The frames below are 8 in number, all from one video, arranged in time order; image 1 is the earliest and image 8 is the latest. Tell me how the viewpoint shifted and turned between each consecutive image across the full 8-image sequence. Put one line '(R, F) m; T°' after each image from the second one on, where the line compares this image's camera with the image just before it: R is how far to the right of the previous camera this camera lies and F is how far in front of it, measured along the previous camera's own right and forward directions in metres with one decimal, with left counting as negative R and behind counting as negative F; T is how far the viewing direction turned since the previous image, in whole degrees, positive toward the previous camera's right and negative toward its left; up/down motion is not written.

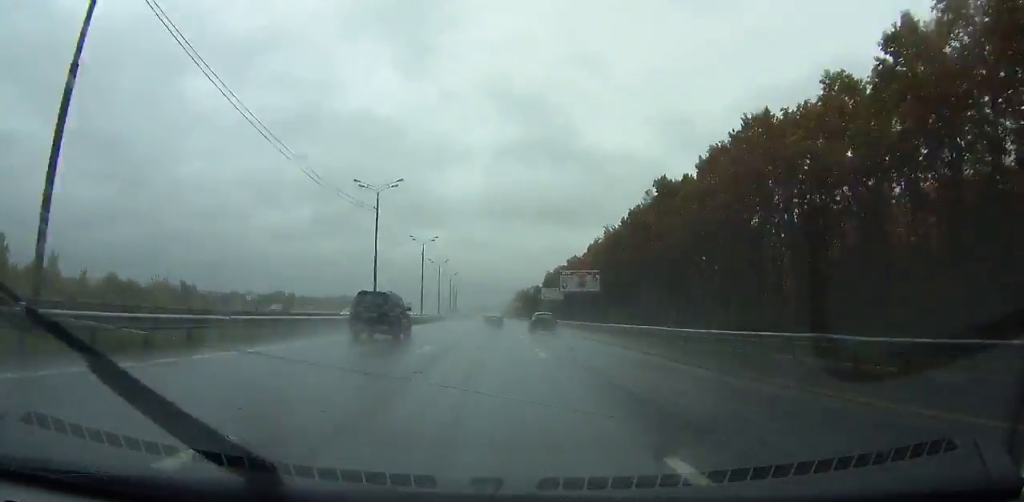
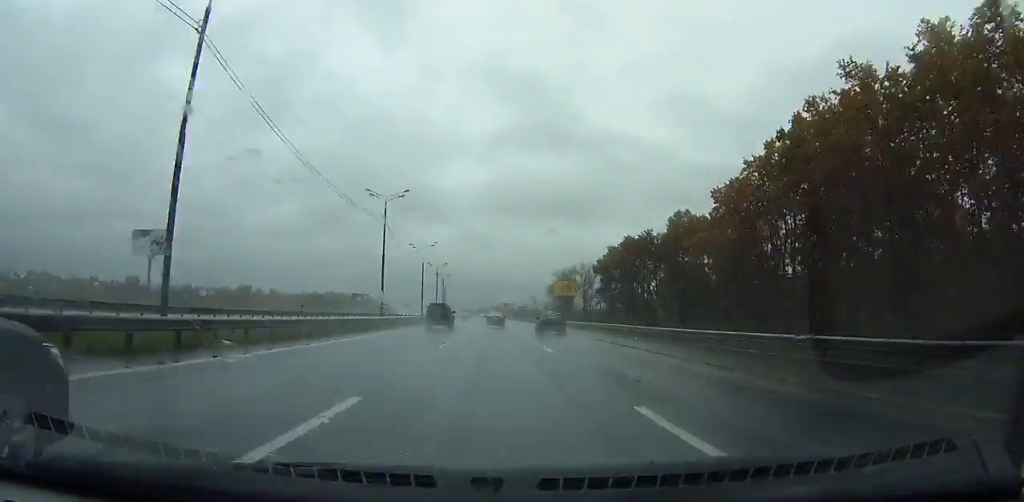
(-2.3, +175.3) m; -1°
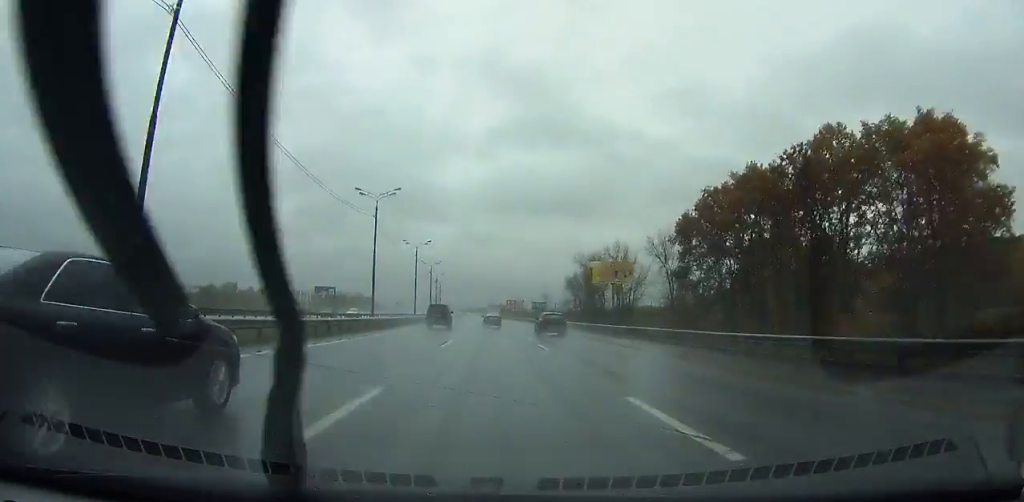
(-0.1, +44.3) m; -1°
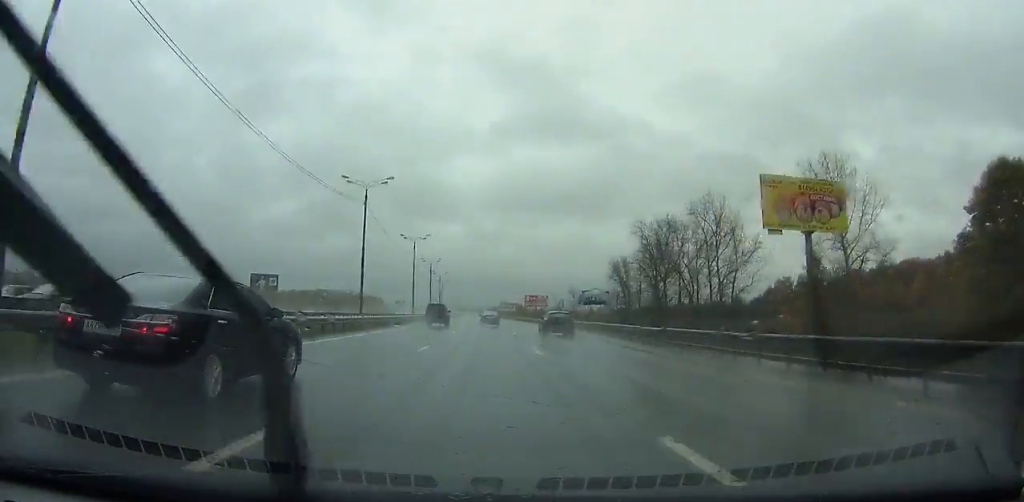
(-0.4, +50.8) m; -1°
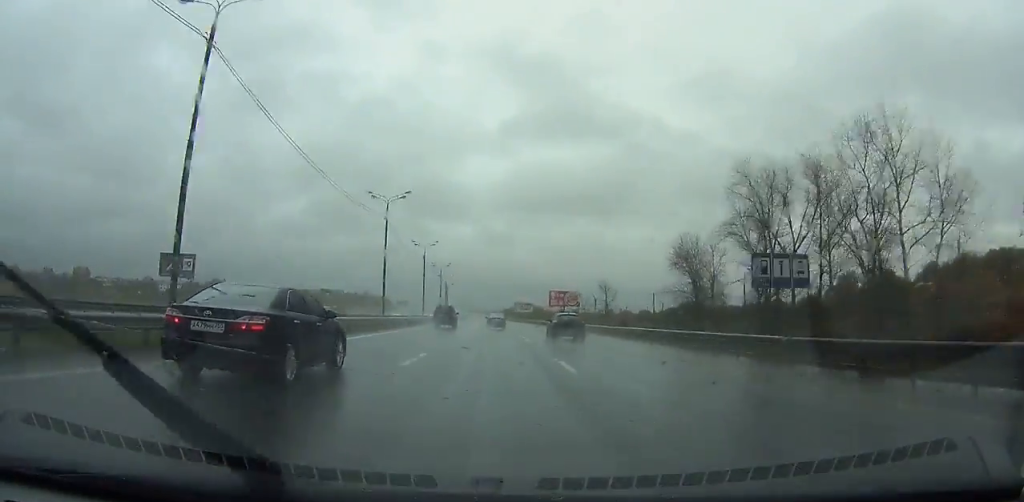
(0.0, +35.3) m; -1°
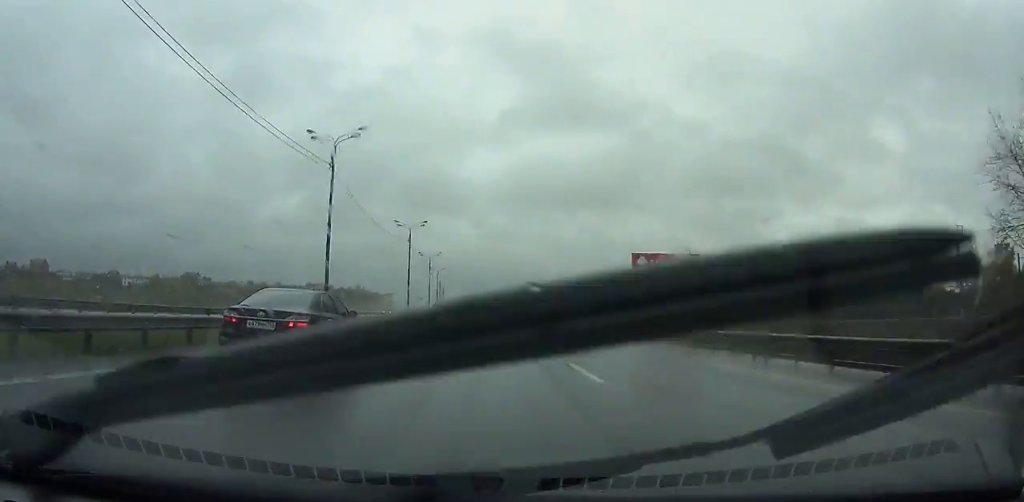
(-0.9, +66.7) m; -1°
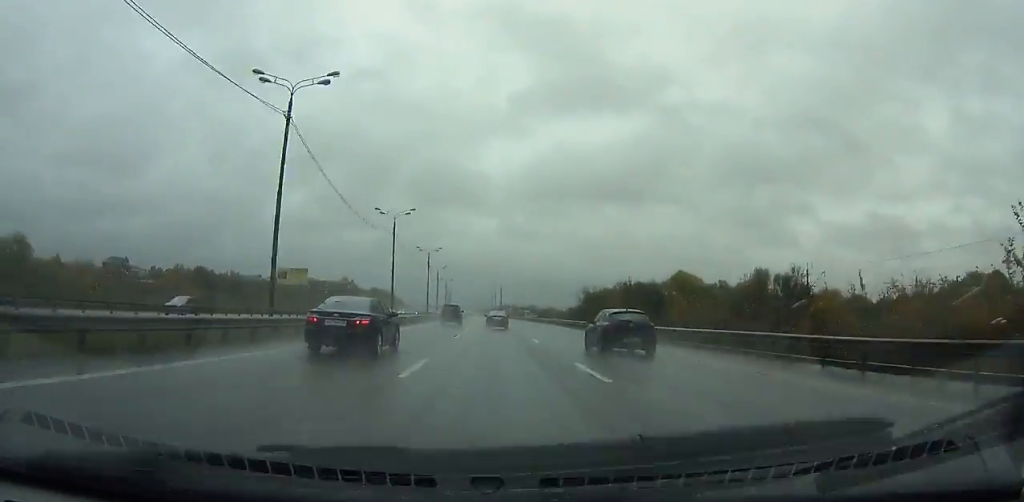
(-3.2, +142.6) m; -3°
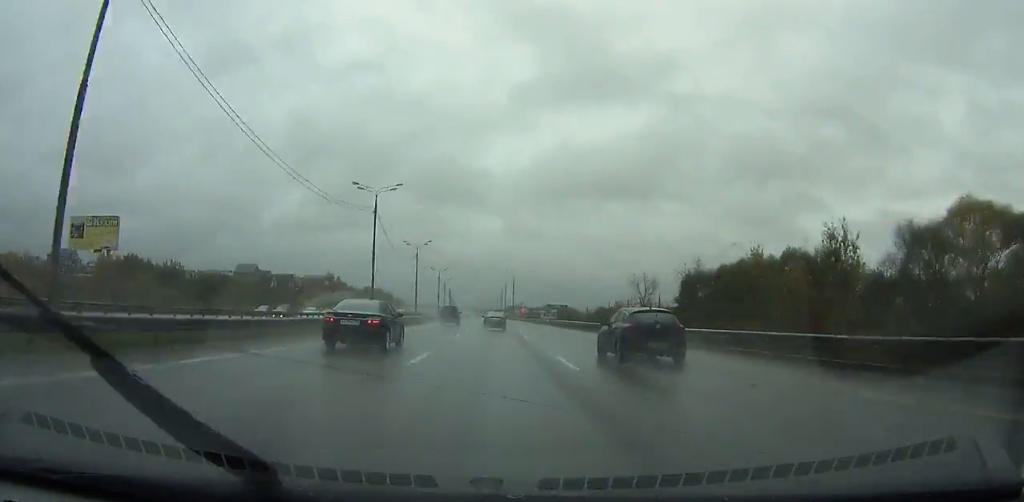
(-0.6, +64.1) m; -1°
